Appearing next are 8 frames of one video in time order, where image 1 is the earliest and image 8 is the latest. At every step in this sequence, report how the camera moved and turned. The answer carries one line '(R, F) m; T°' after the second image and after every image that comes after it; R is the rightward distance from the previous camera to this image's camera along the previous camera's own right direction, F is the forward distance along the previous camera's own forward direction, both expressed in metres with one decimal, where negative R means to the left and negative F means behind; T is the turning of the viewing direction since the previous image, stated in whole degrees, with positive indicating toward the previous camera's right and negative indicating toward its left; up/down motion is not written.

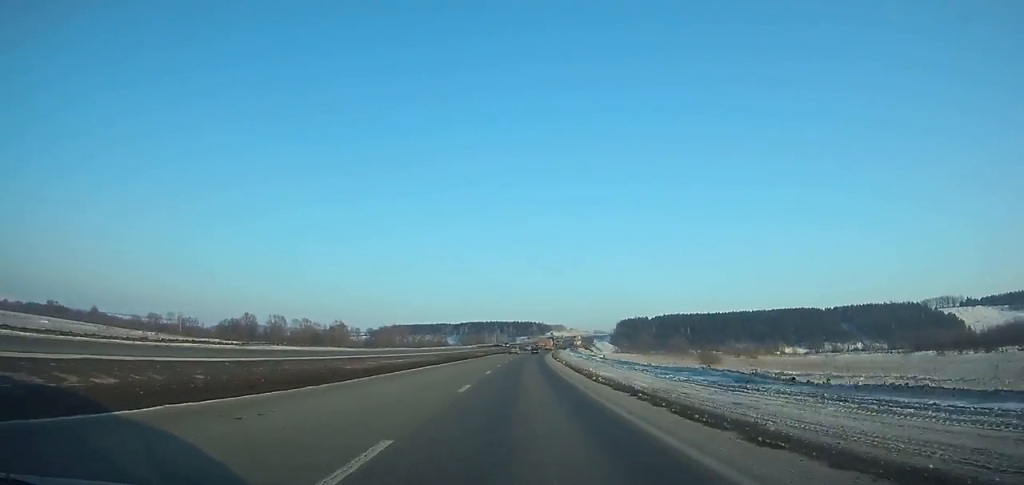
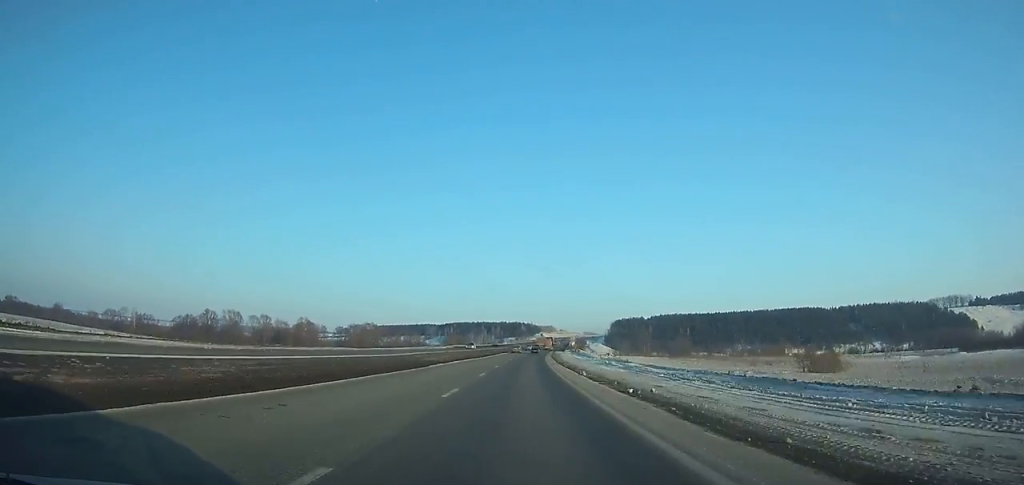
(-0.1, +37.2) m; +1°
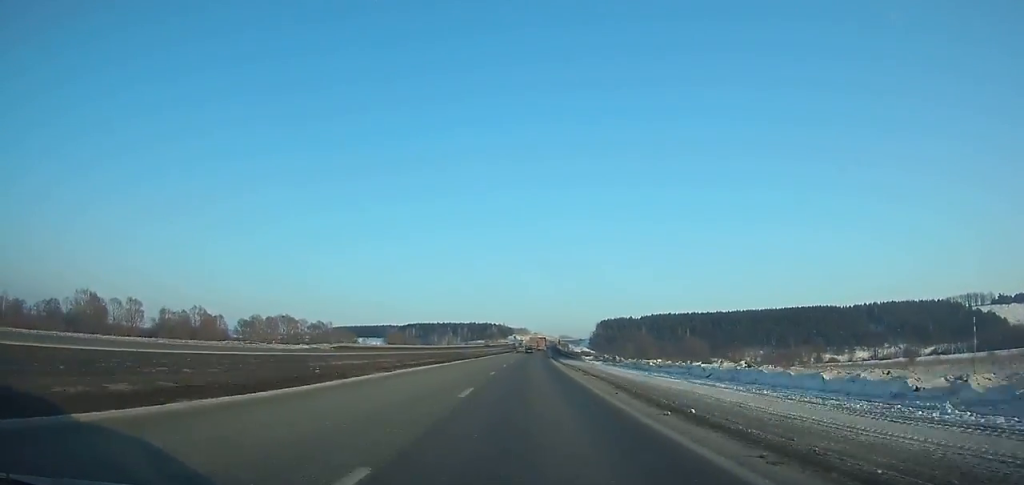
(+2.1, +81.1) m; +3°
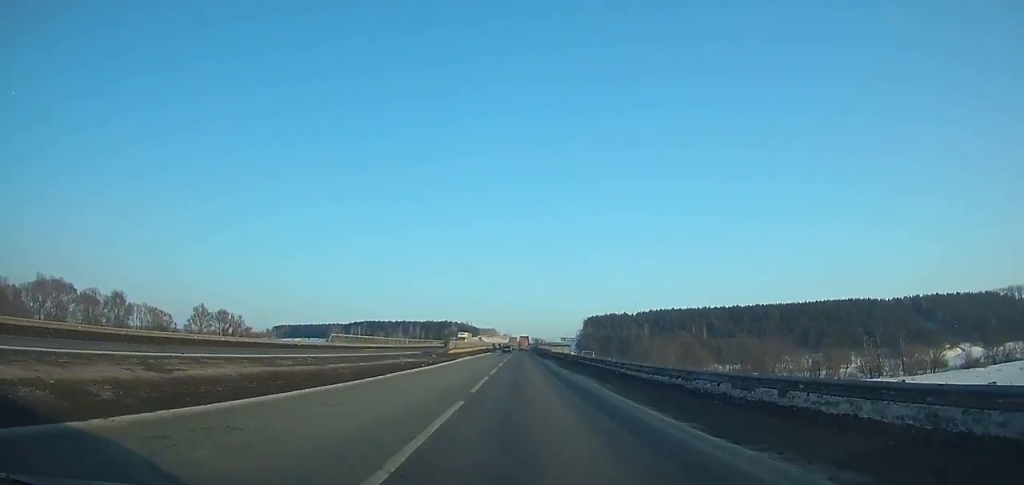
(+2.9, +107.9) m; +2°
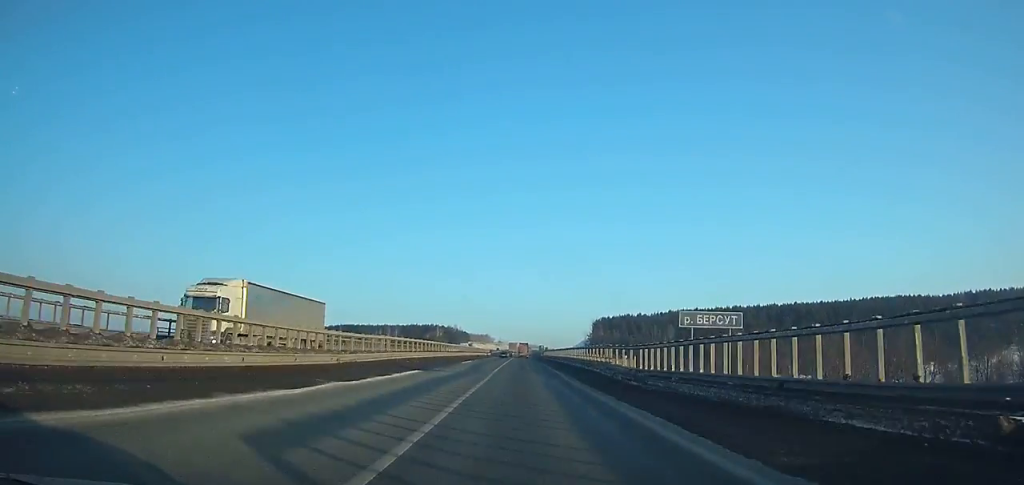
(+0.6, +65.5) m; +1°
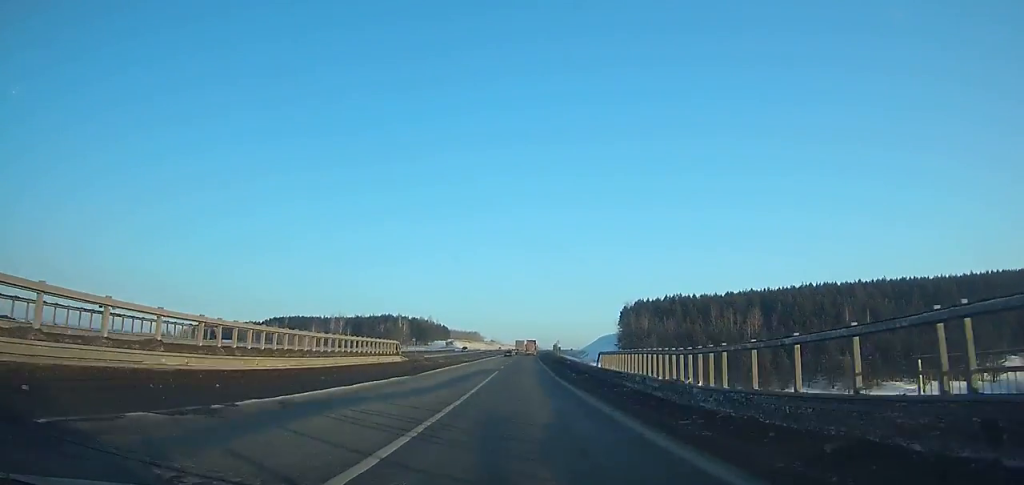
(+0.8, +111.8) m; +1°
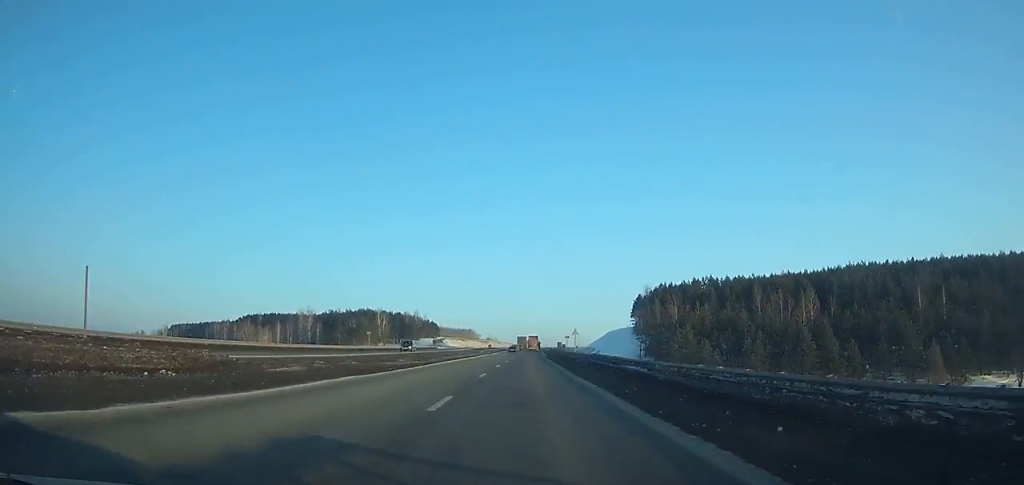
(0.0, +37.5) m; 0°
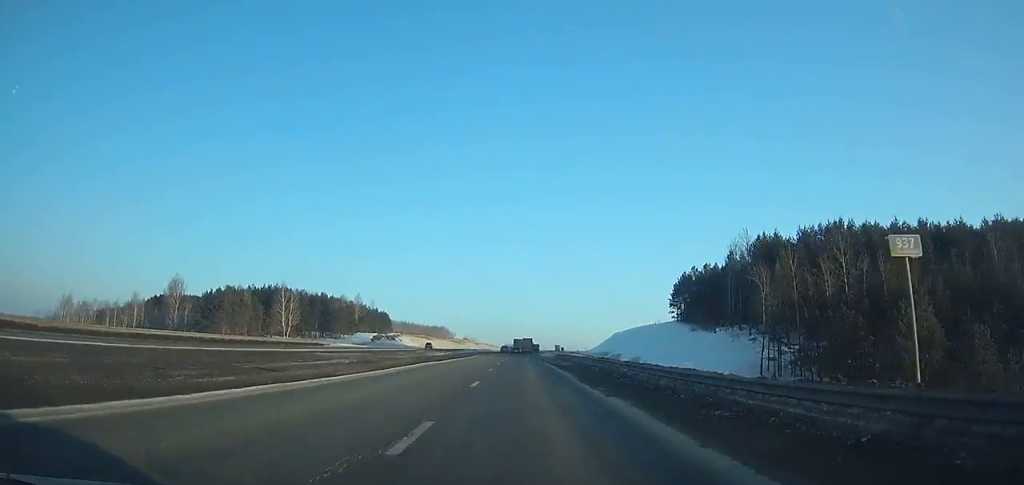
(+0.9, +83.2) m; +1°
